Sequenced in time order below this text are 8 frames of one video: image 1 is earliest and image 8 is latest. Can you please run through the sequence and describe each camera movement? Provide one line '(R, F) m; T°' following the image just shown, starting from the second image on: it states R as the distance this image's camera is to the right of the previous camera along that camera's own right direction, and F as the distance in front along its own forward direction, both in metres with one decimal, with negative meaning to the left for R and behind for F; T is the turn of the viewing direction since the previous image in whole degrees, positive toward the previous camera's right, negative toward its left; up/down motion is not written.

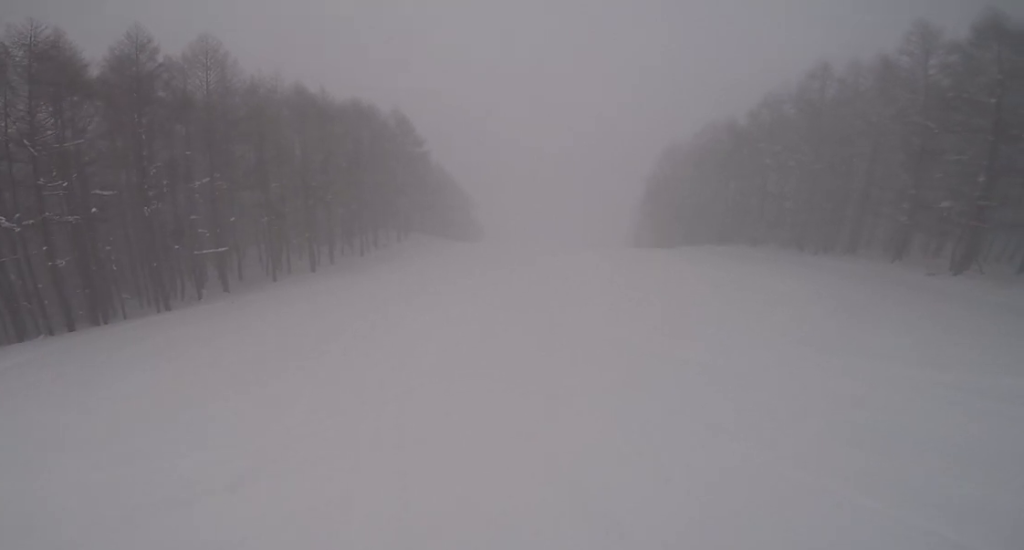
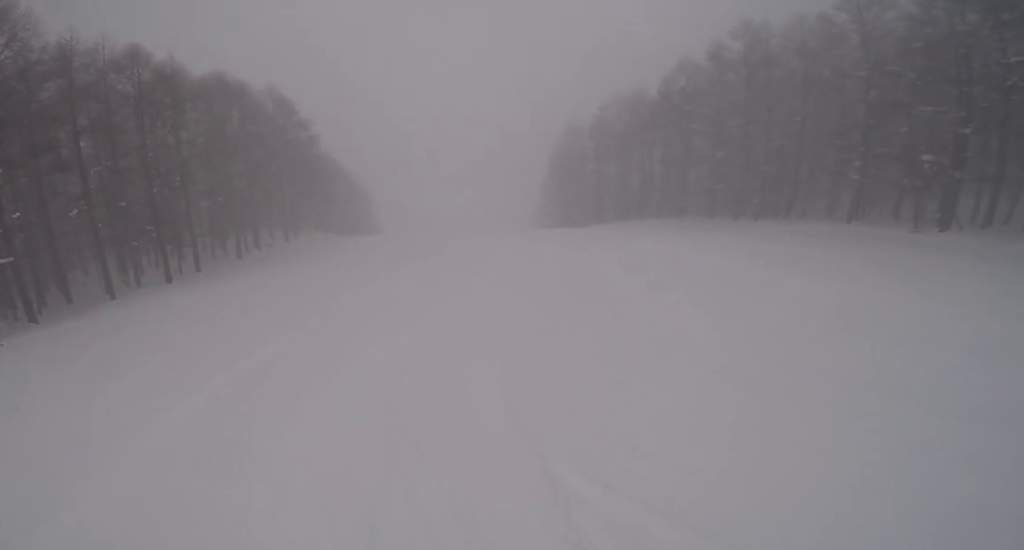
(+0.7, +7.2) m; +8°
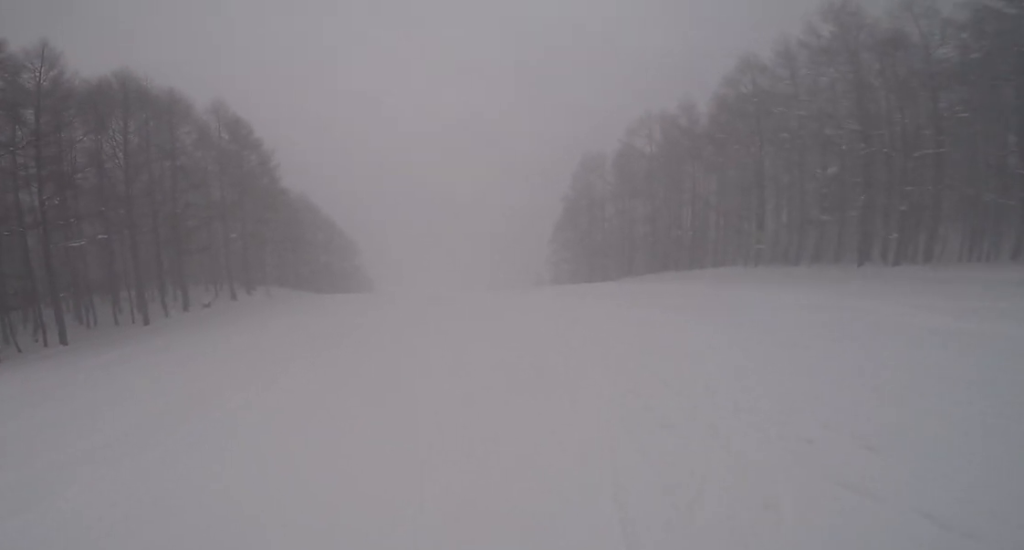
(+0.7, +11.9) m; +3°
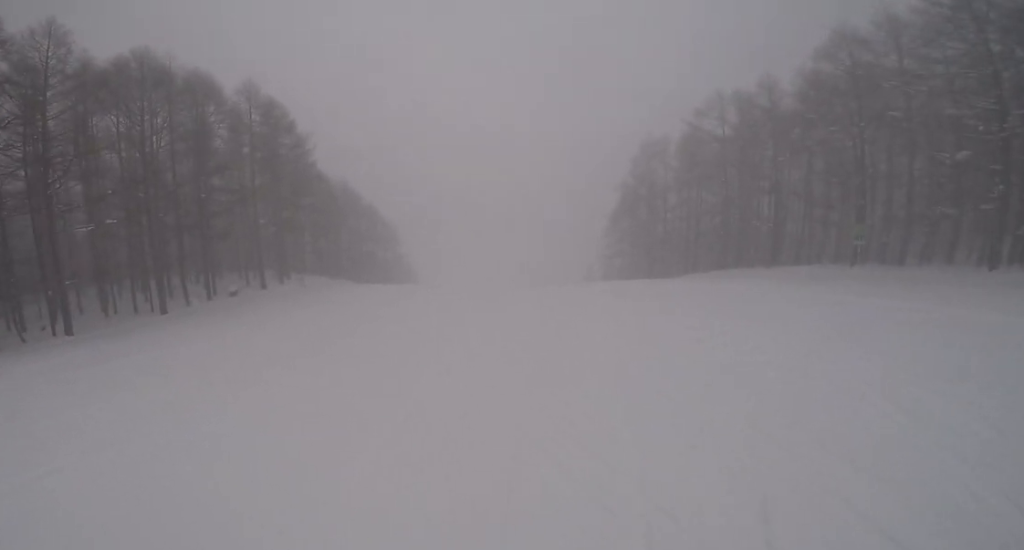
(0.0, +3.3) m; 0°
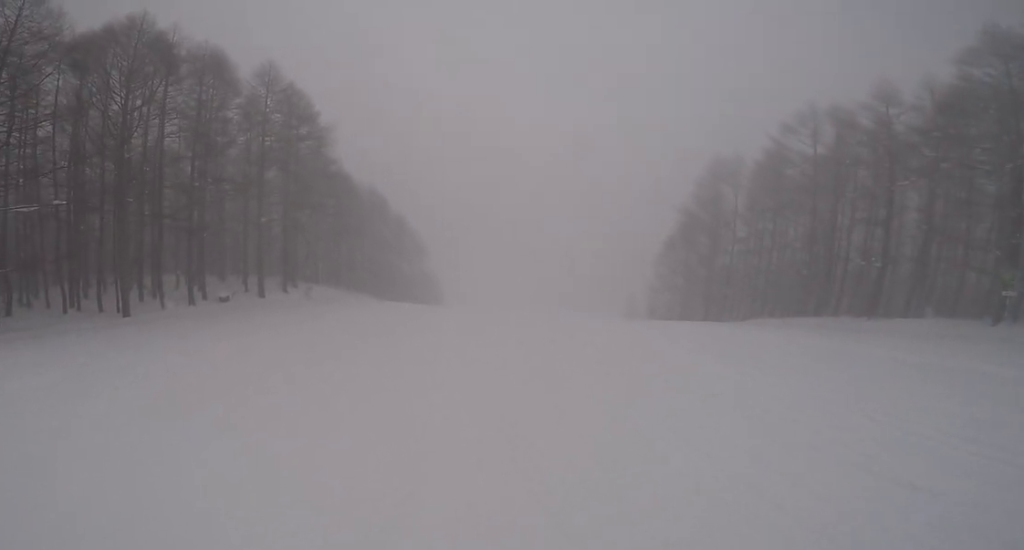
(0.0, +6.0) m; -6°
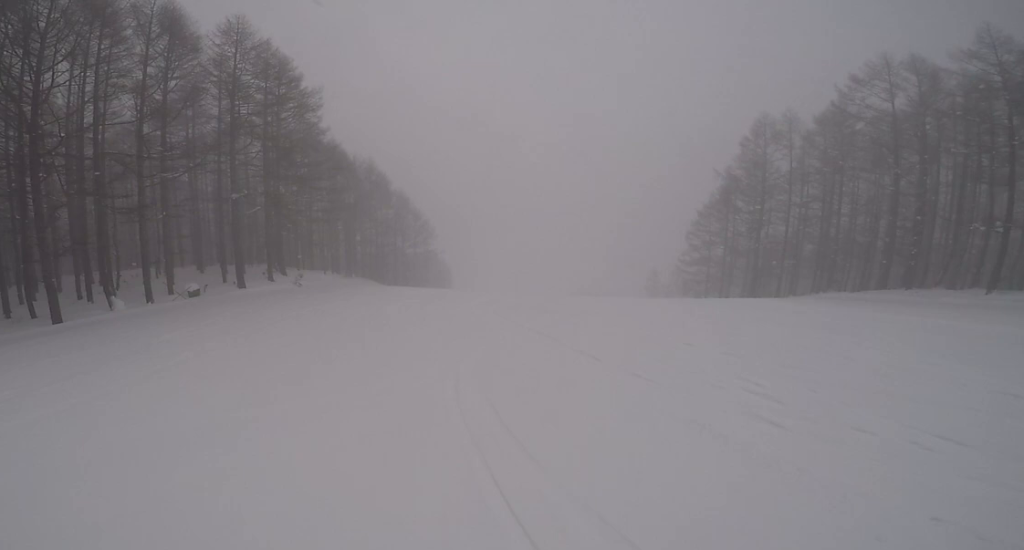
(-0.5, +5.7) m; -10°
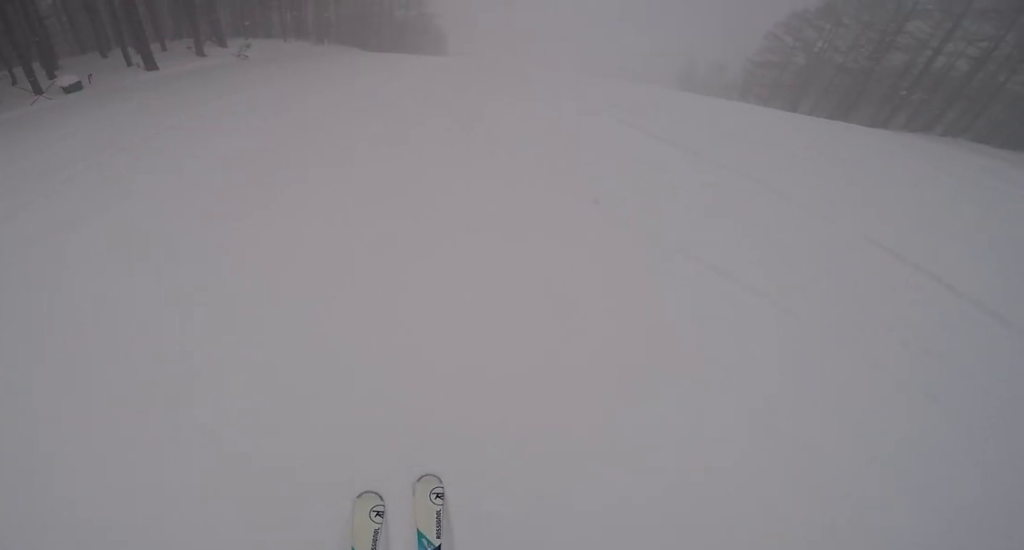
(-0.7, +7.1) m; +1°
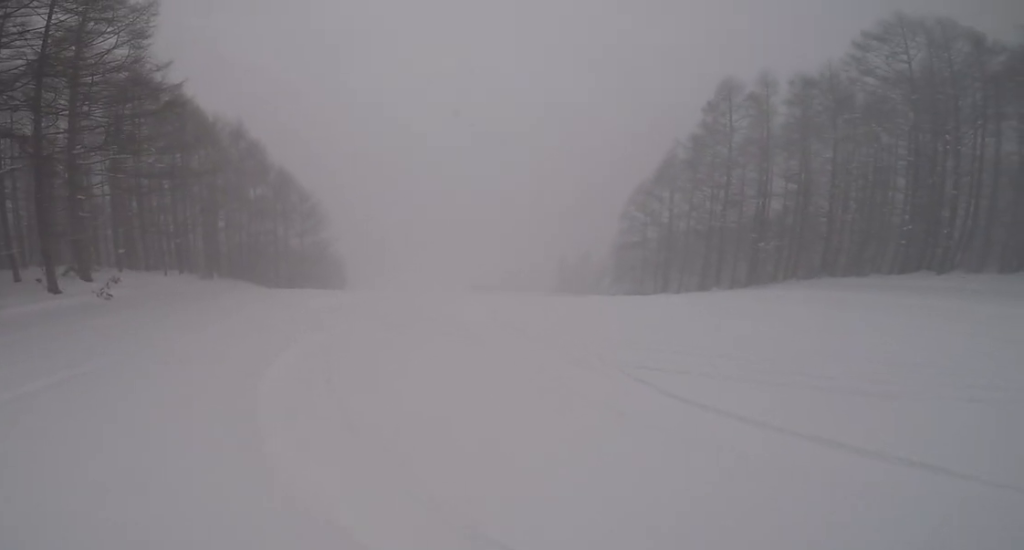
(+0.2, +3.6) m; +12°
